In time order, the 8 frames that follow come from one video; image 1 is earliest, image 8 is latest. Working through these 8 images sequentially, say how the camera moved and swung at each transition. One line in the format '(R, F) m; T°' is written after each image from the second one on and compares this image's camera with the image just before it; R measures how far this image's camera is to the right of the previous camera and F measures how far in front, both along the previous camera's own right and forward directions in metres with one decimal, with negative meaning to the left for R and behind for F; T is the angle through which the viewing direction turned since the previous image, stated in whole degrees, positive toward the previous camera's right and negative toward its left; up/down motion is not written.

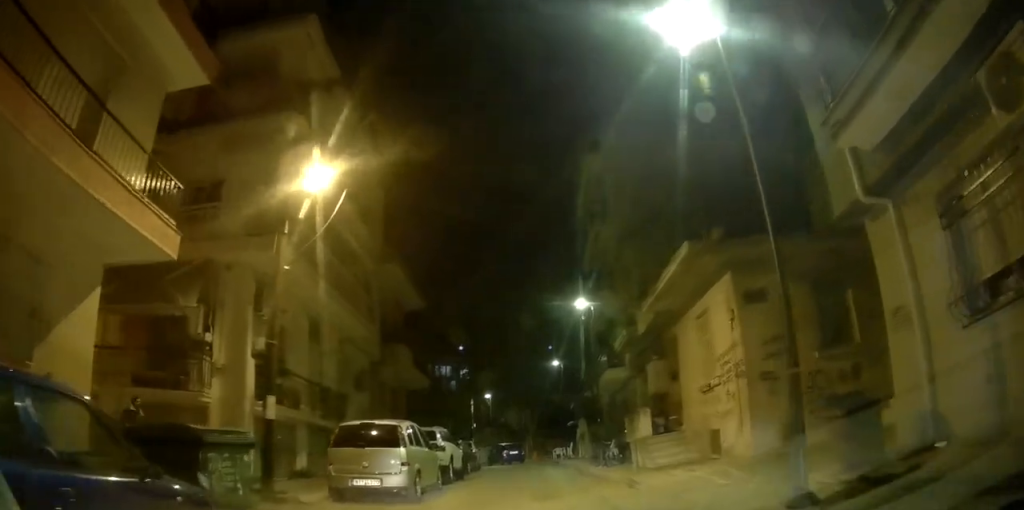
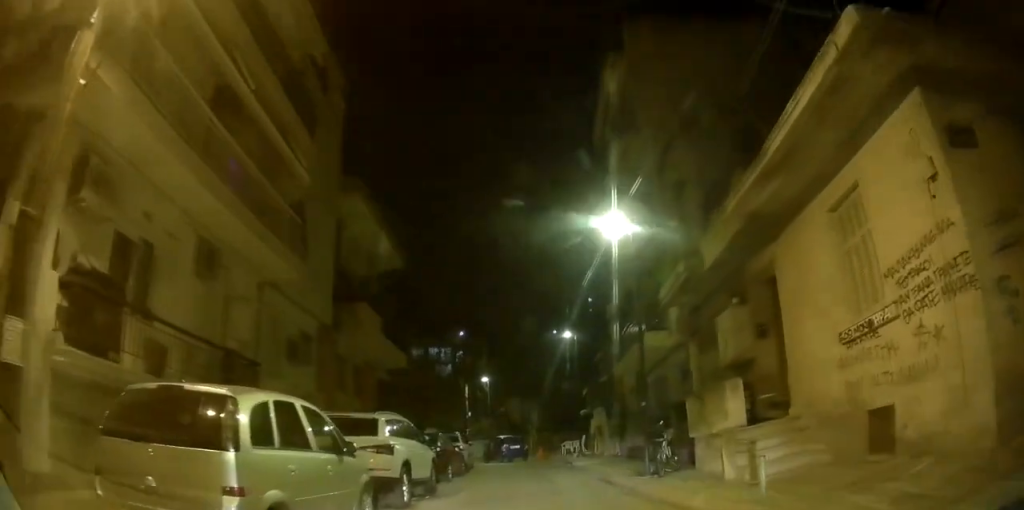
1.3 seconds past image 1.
(-0.3, +7.2) m; -4°
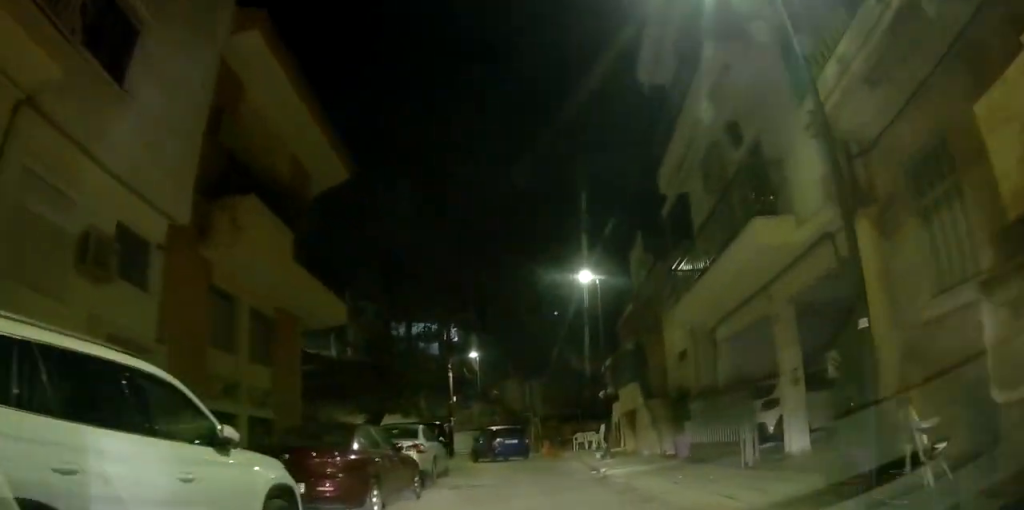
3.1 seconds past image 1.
(-0.4, +9.8) m; -4°
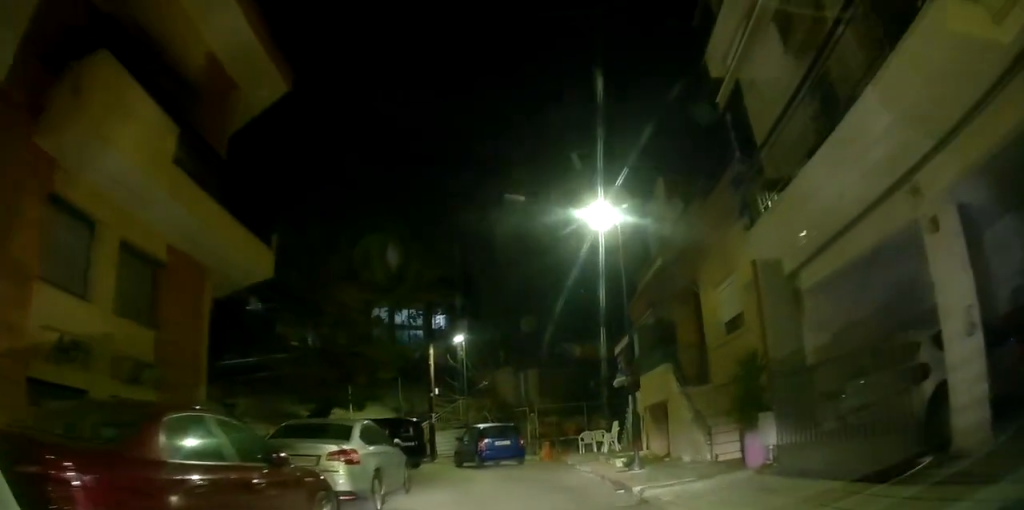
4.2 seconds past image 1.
(0.0, +5.0) m; +4°
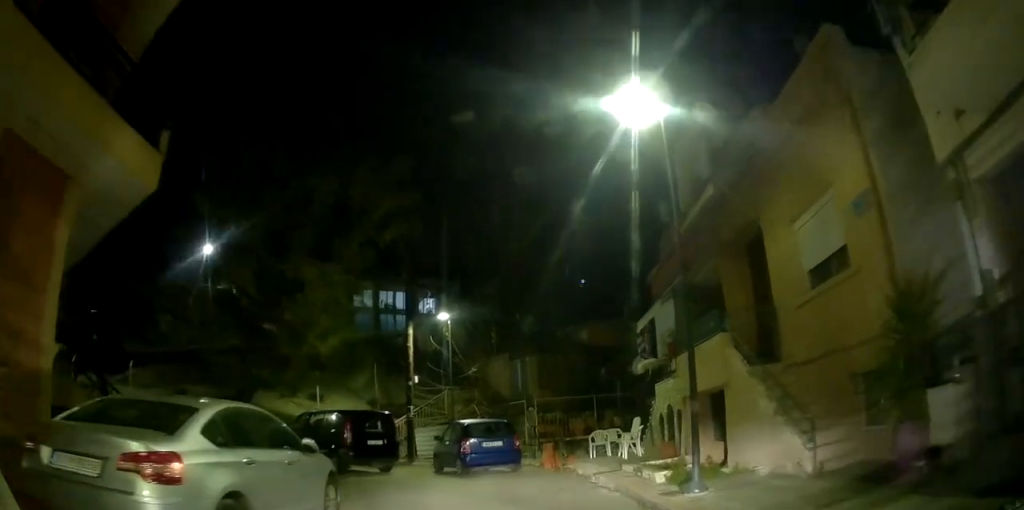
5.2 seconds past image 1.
(+0.3, +4.3) m; +4°
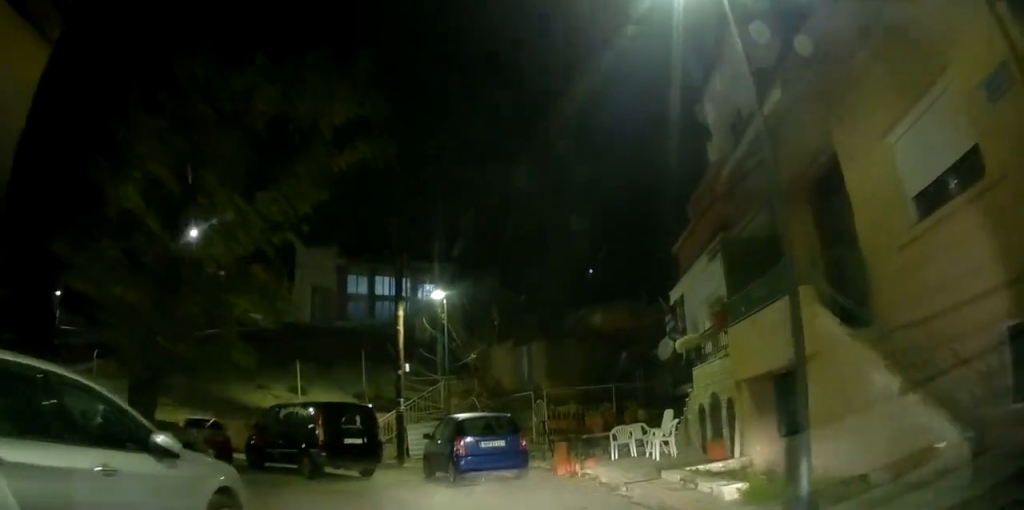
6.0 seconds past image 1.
(+0.1, +2.8) m; -5°
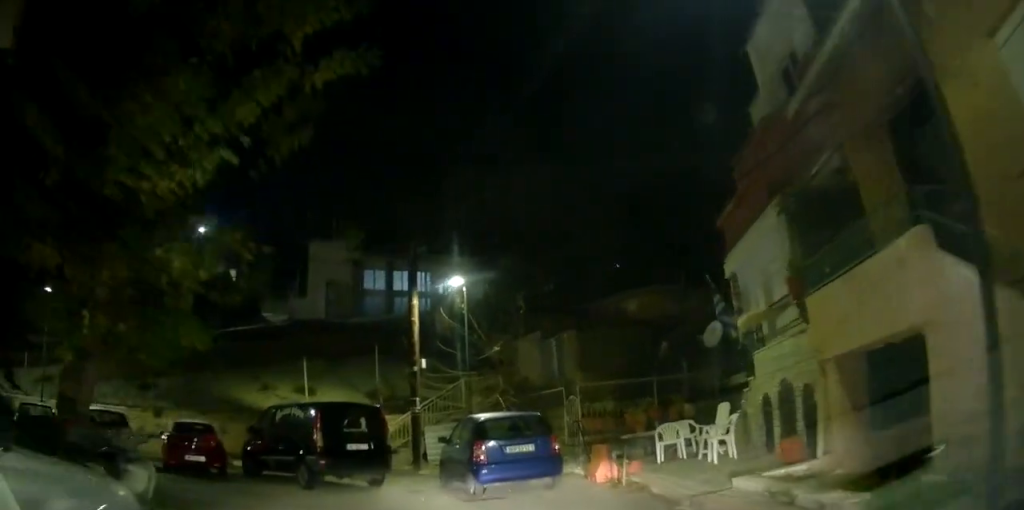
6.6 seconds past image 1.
(-0.2, +1.9) m; -8°
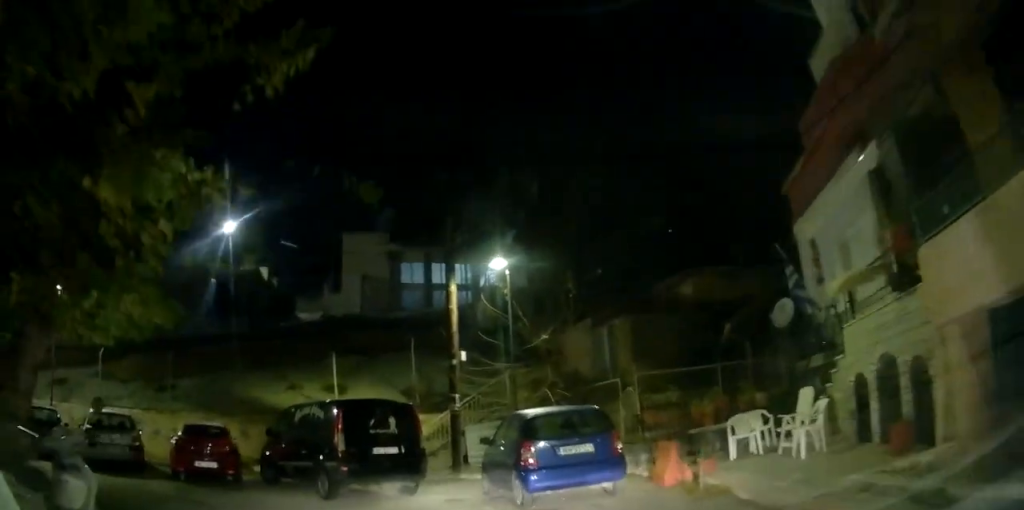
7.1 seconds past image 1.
(-0.1, +1.6) m; -4°
